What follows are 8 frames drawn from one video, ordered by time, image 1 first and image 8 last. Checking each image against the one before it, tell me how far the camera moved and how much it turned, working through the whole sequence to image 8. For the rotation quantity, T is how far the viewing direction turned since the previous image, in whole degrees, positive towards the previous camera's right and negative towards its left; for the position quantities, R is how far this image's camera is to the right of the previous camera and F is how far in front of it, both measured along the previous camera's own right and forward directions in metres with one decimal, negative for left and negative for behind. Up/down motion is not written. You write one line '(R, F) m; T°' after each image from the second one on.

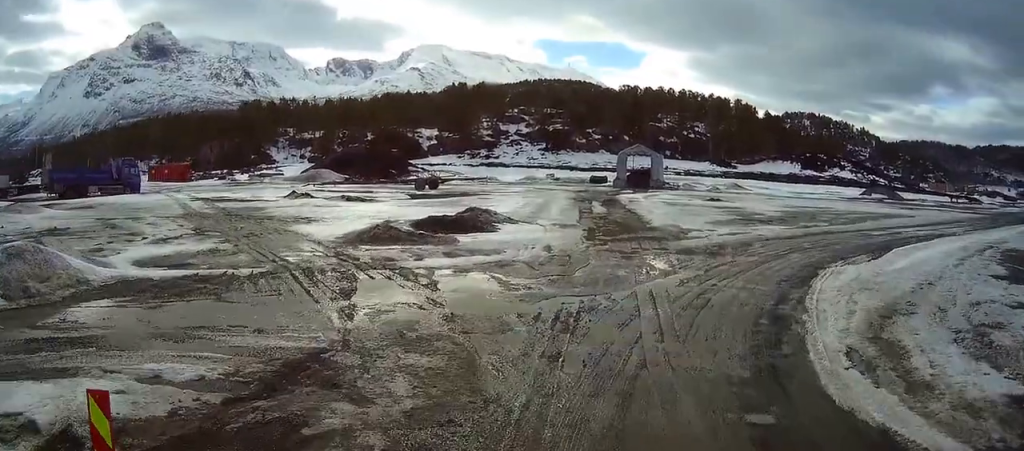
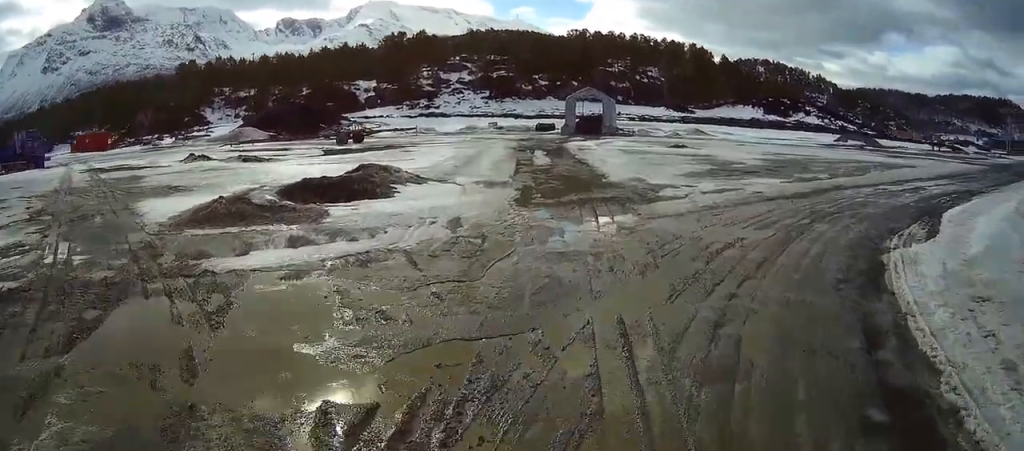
(+0.3, +8.1) m; +4°
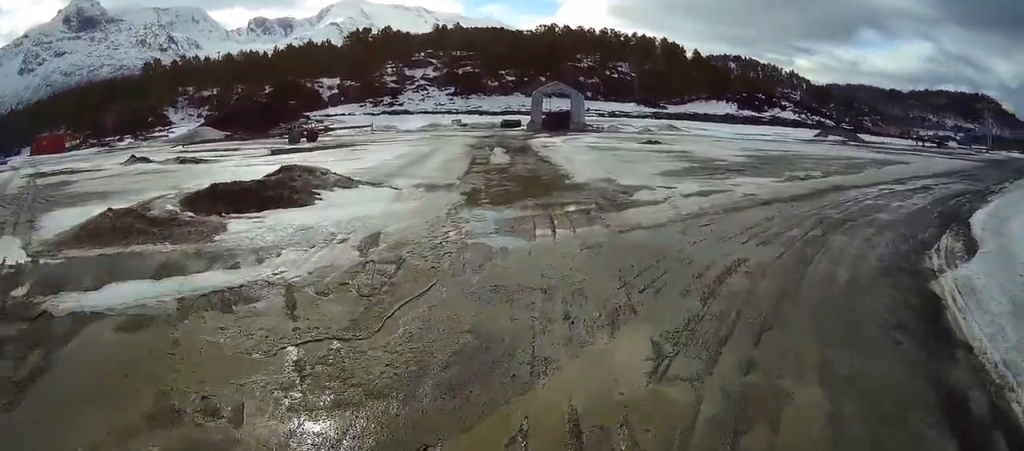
(0.0, +3.4) m; +2°
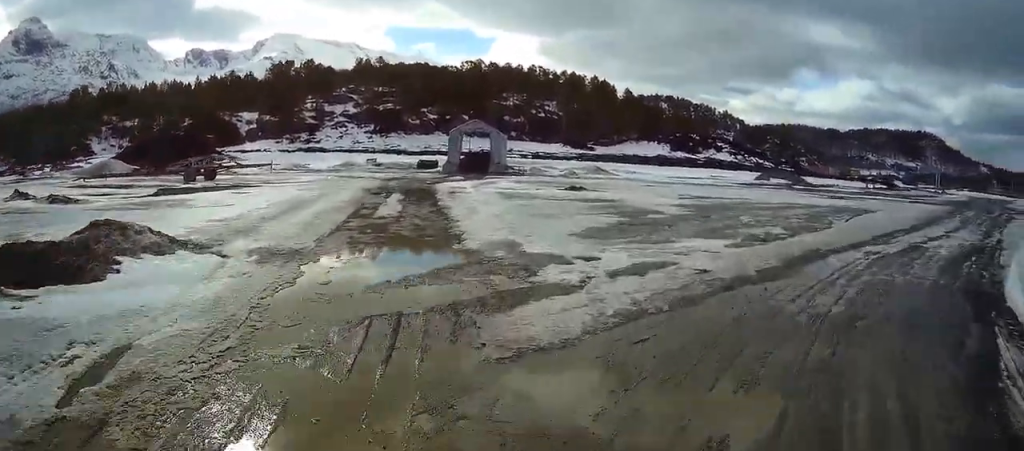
(+0.2, +4.9) m; +6°
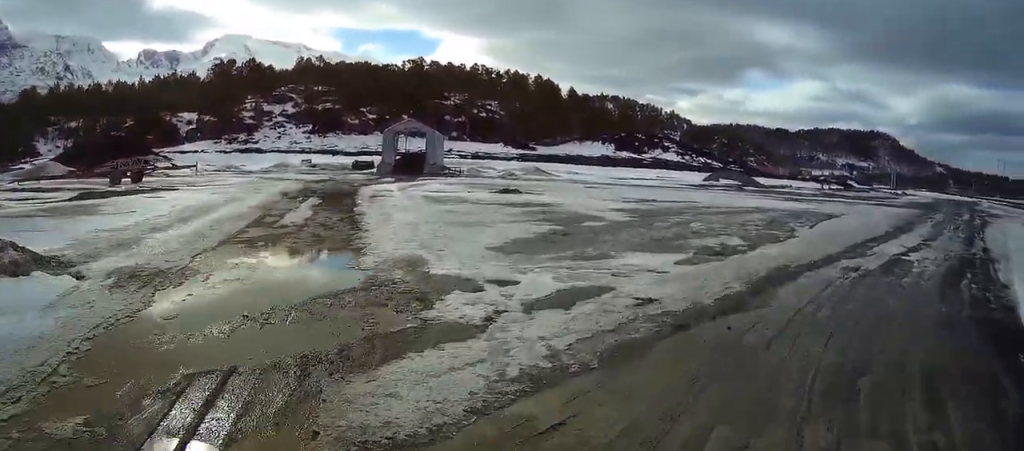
(+0.1, +2.6) m; +3°
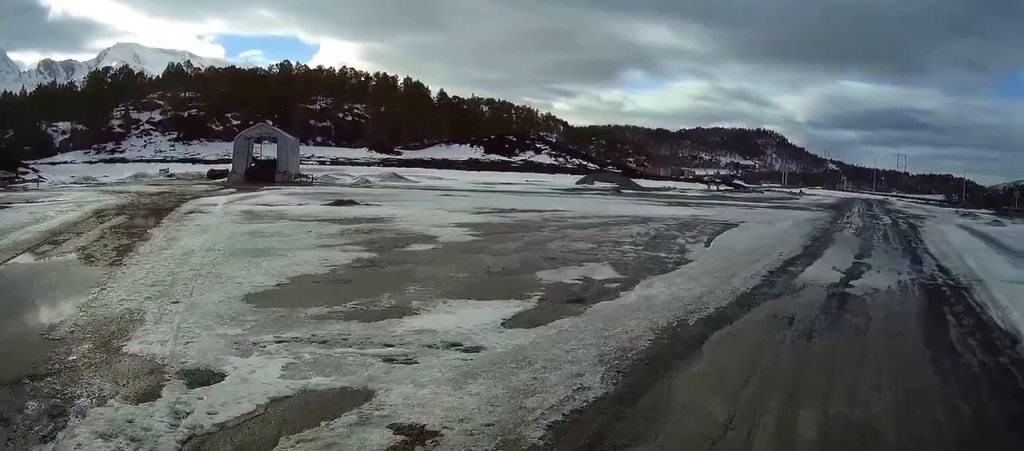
(+0.3, +5.1) m; +9°
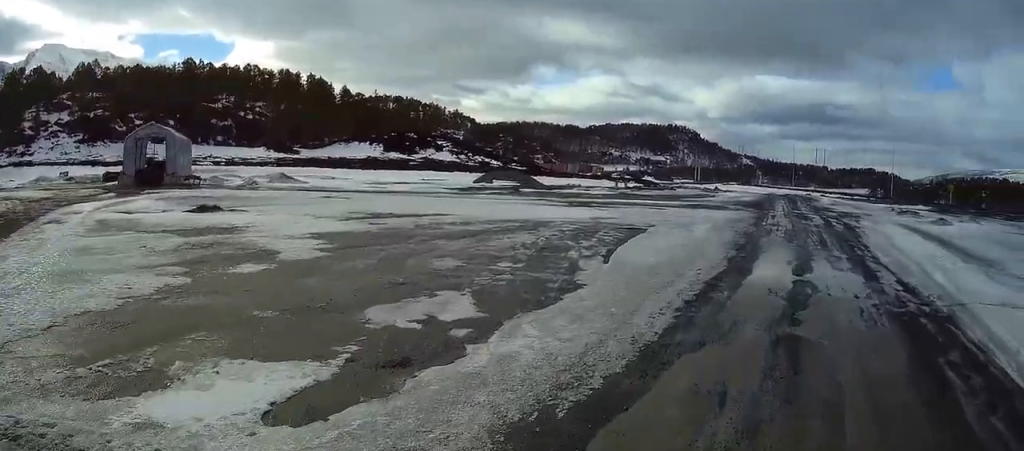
(+0.2, +3.7) m; +8°
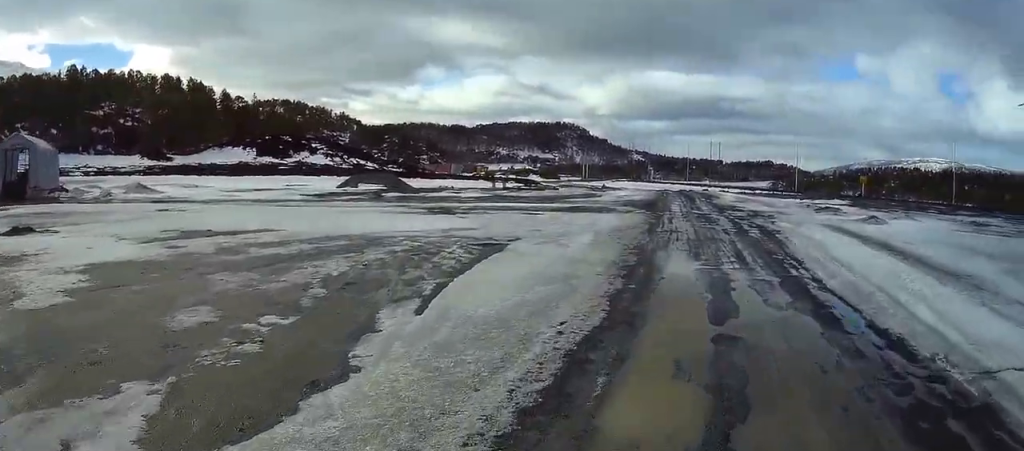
(+0.7, +5.4) m; +12°
